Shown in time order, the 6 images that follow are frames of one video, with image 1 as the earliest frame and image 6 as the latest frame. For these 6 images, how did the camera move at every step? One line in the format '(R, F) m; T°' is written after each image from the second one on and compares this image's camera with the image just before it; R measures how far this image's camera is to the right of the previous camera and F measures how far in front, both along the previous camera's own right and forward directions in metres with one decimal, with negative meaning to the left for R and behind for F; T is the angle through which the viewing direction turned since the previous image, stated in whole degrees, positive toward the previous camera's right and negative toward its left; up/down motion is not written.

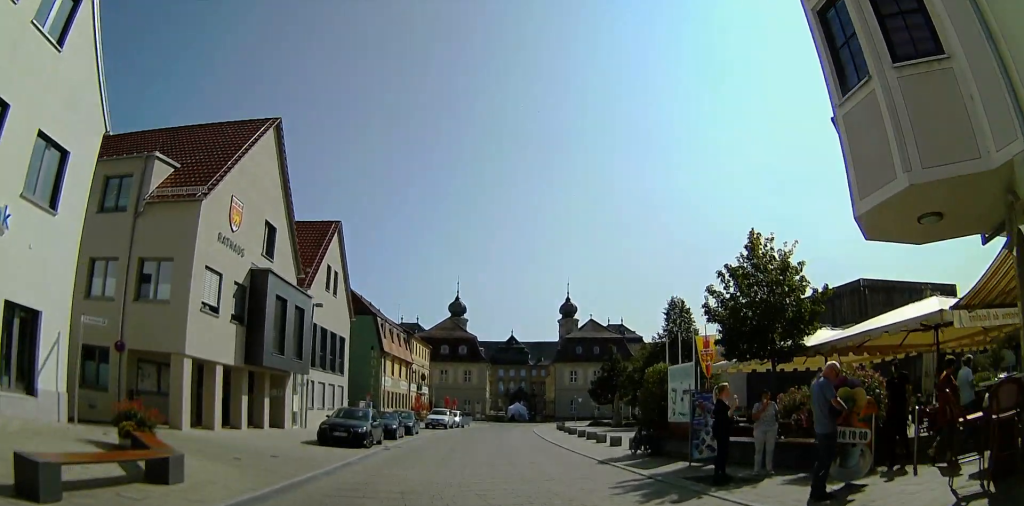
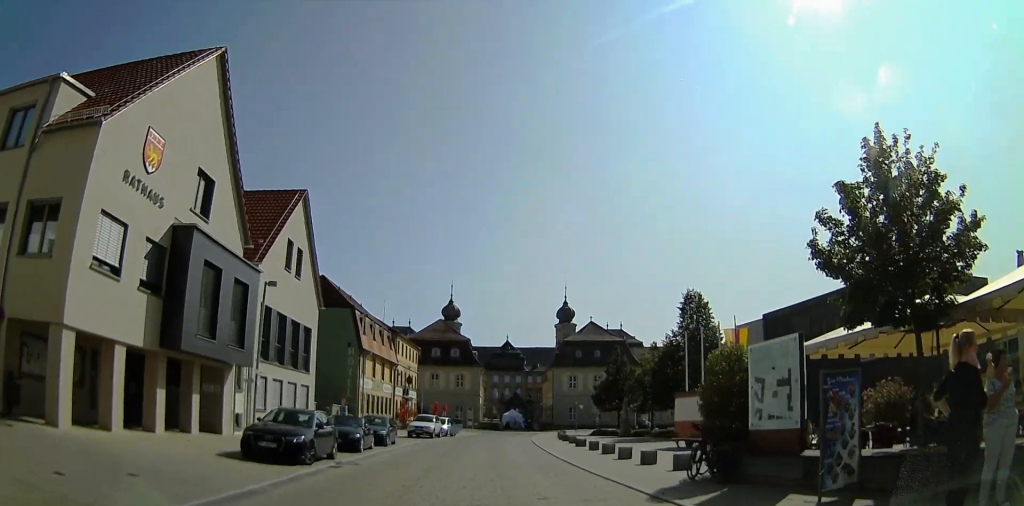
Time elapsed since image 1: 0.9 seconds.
(0.0, +6.4) m; 0°
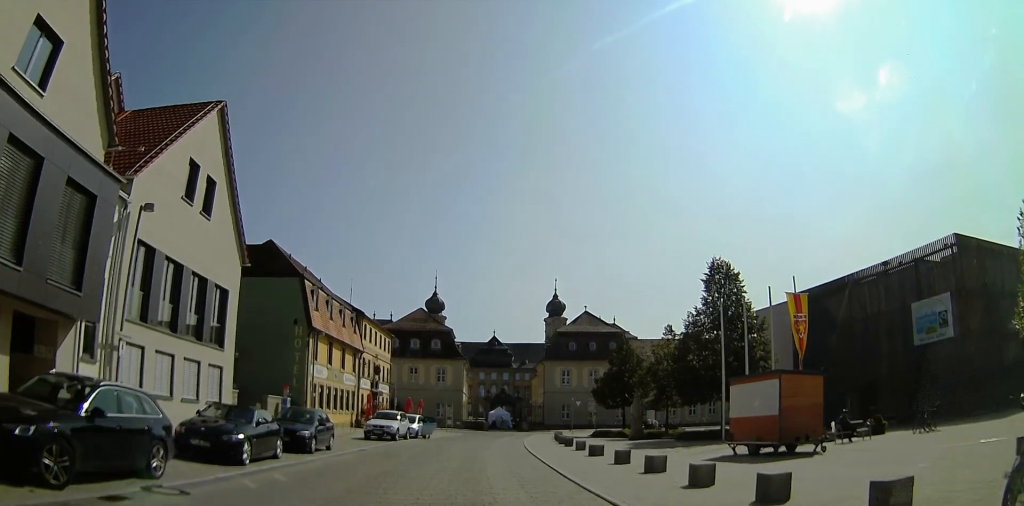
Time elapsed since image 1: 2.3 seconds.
(0.0, +9.2) m; +1°
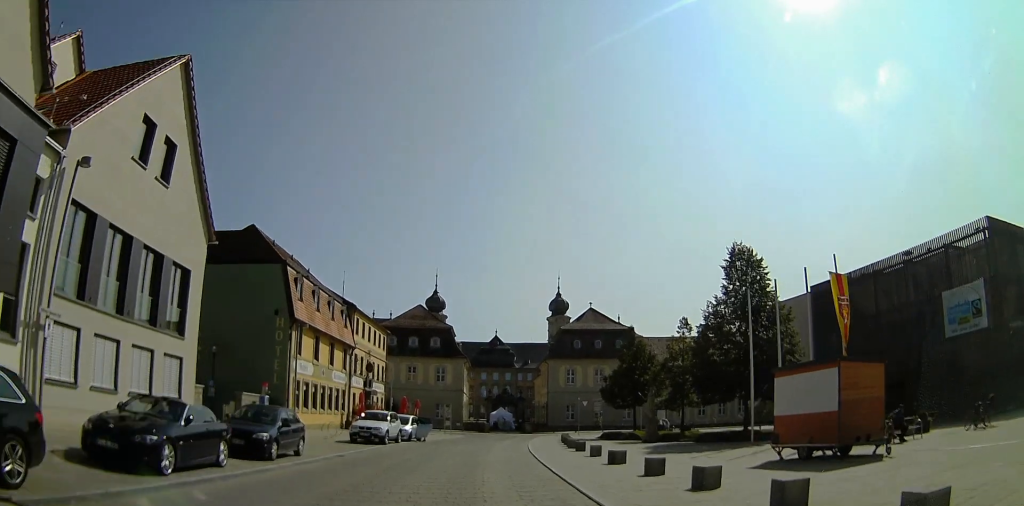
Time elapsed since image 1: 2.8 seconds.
(0.0, +3.5) m; 0°
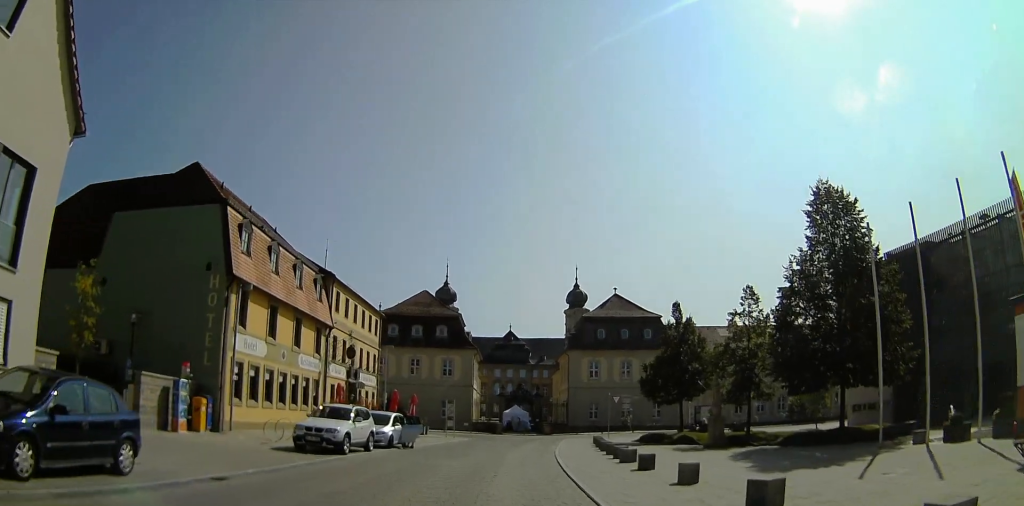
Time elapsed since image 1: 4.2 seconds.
(+0.1, +10.1) m; +2°
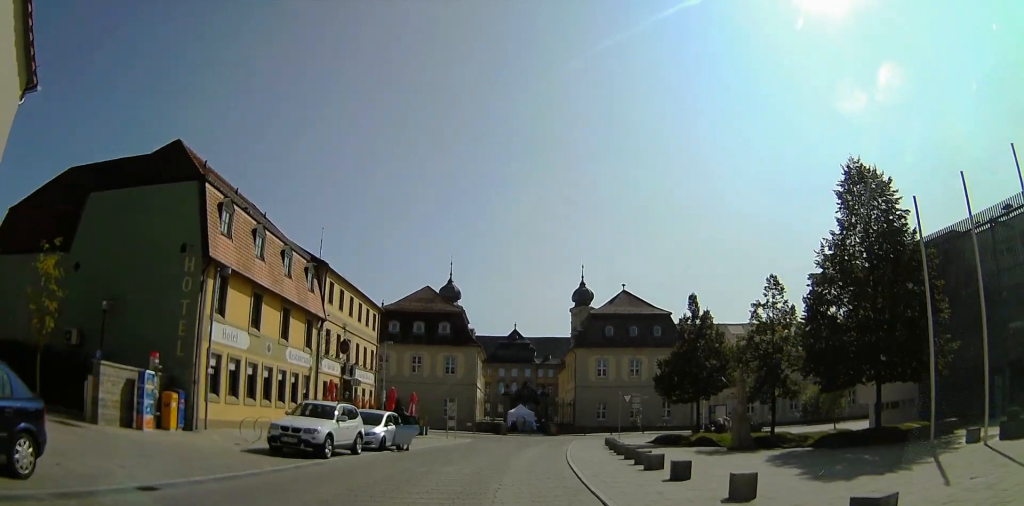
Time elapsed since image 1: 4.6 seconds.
(+0.1, +3.0) m; +1°
